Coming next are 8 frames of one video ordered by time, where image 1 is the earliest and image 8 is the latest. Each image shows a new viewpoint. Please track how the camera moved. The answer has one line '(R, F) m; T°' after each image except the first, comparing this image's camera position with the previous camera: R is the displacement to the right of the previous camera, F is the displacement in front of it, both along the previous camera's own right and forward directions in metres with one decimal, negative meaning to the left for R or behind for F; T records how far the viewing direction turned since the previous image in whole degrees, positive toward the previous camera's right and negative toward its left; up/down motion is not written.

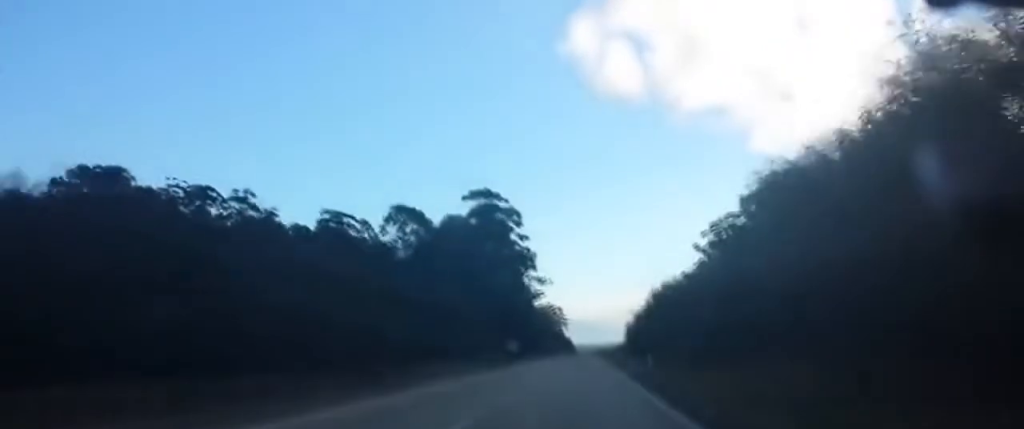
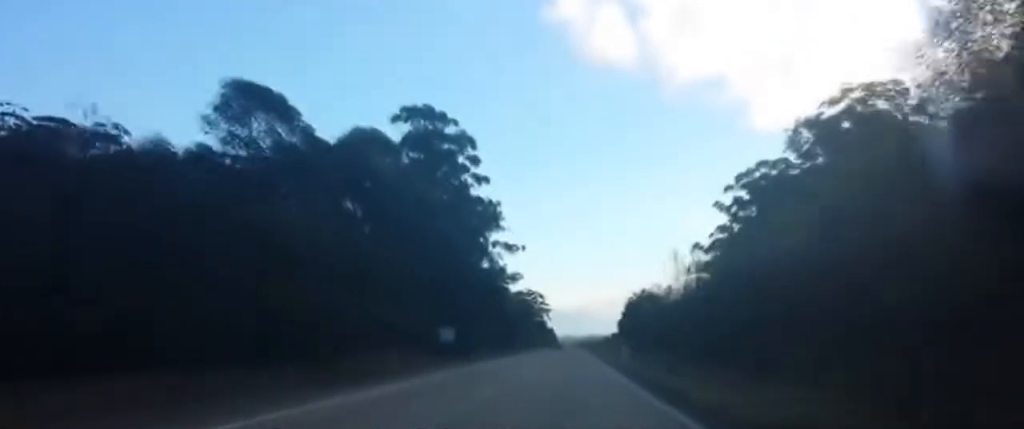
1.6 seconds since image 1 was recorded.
(-0.1, +54.0) m; 0°
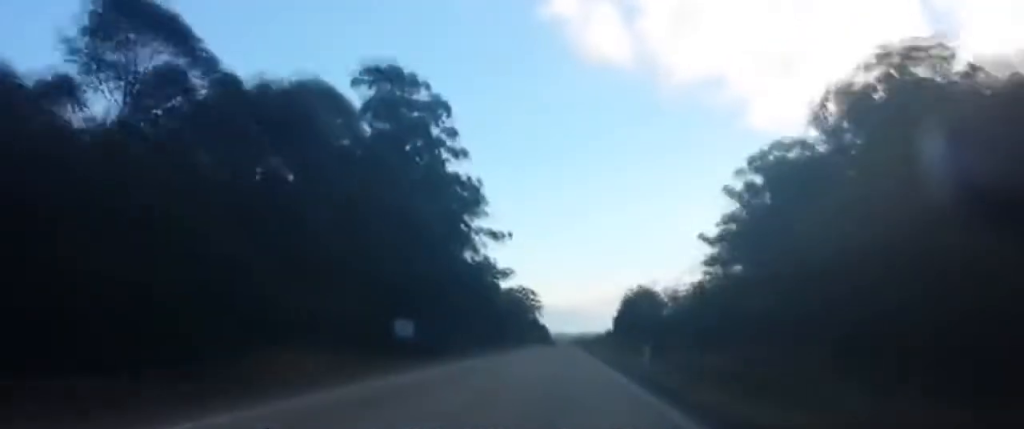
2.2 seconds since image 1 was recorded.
(+0.2, +15.5) m; +1°
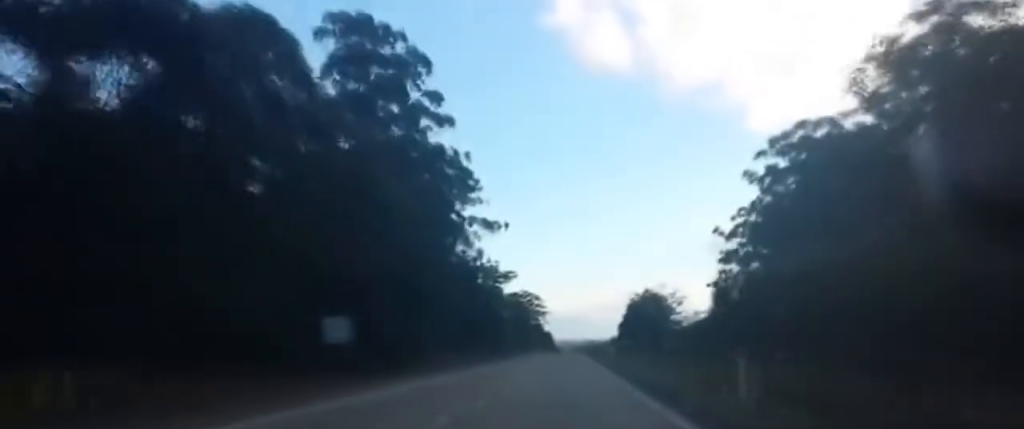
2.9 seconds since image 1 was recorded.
(+0.1, +17.9) m; +1°
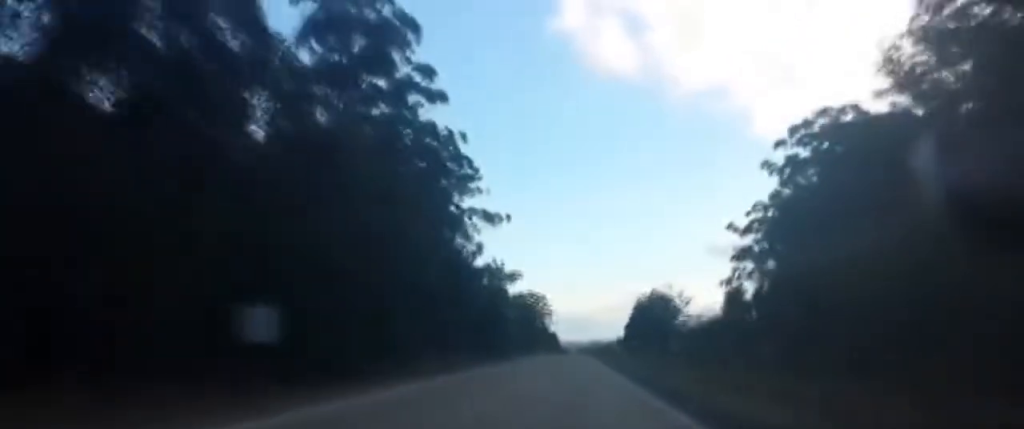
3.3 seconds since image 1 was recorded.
(+0.1, +10.1) m; 0°
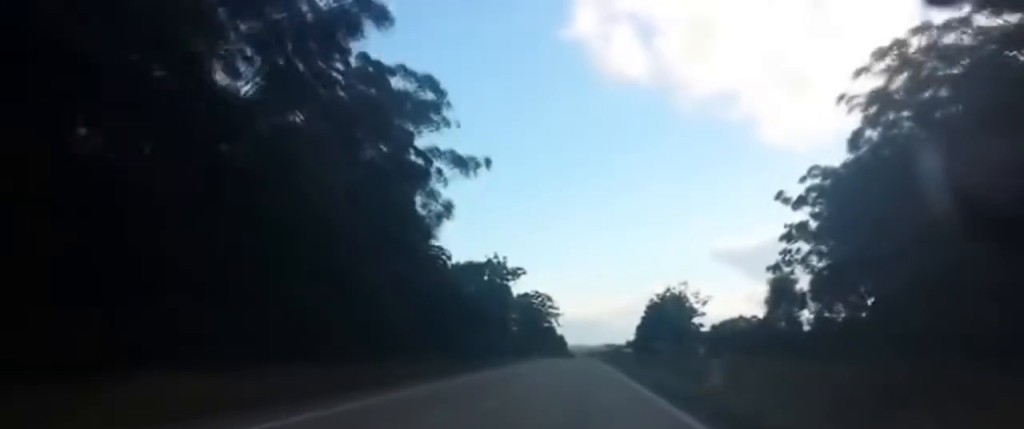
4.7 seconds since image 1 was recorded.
(-0.1, +39.4) m; 0°
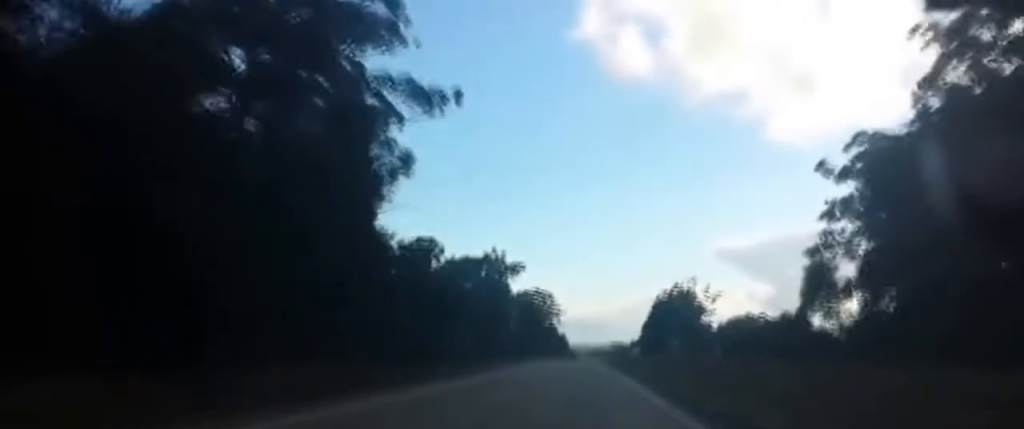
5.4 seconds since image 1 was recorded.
(-0.1, +27.5) m; 0°
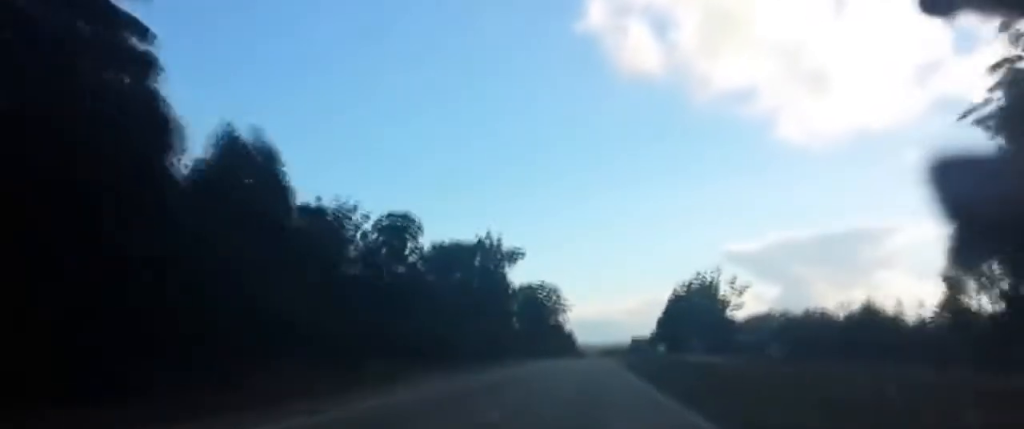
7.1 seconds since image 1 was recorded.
(0.0, +66.8) m; -1°
